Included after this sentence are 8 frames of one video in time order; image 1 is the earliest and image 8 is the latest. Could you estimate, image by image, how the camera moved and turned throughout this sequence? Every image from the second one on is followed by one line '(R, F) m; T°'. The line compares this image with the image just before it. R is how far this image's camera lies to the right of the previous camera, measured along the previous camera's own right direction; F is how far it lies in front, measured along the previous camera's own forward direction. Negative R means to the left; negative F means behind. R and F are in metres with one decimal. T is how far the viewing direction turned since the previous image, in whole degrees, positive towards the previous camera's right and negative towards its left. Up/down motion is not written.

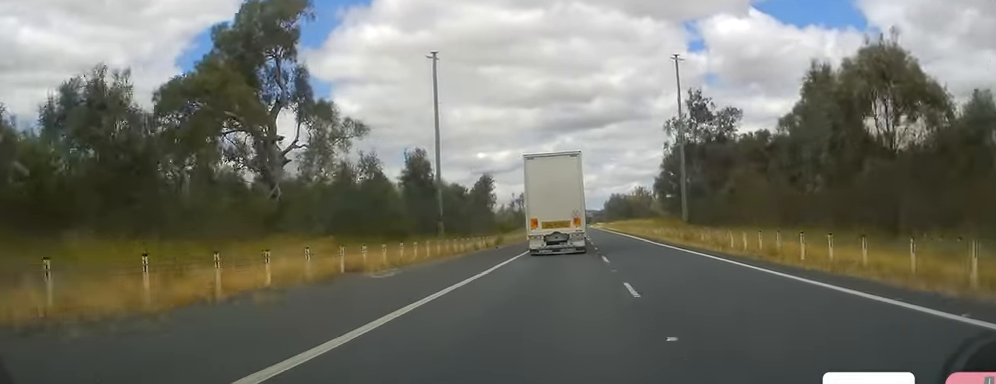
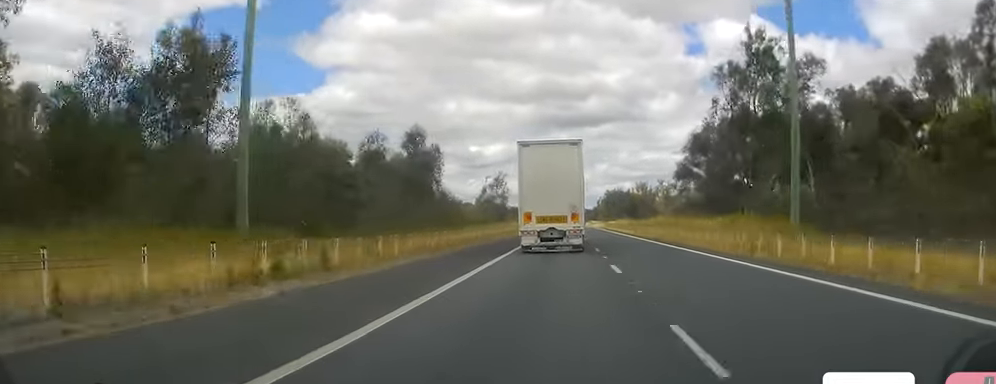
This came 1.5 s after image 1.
(+0.3, +42.7) m; 0°
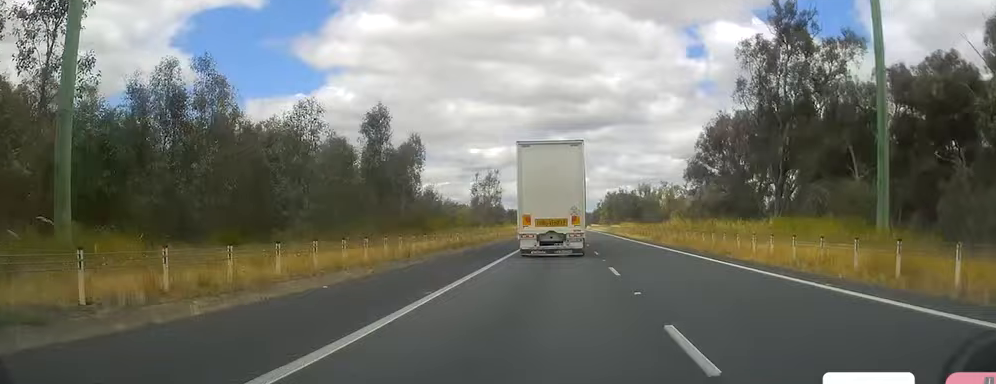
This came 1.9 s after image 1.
(0.0, +11.7) m; 0°
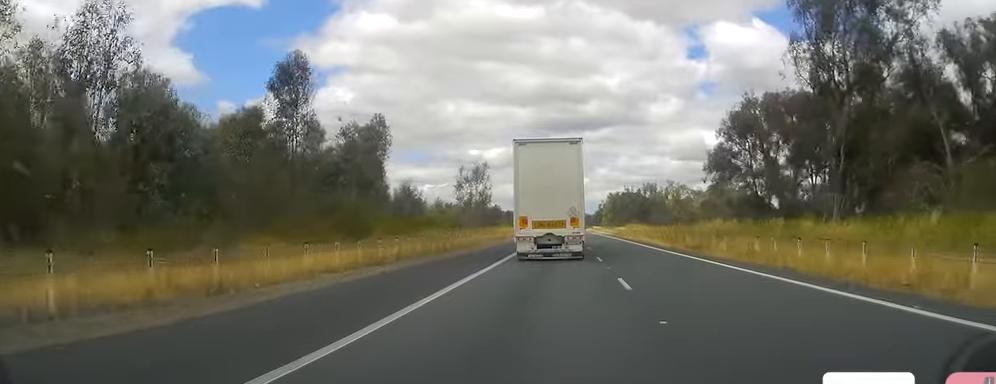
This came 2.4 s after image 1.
(0.0, +15.6) m; 0°
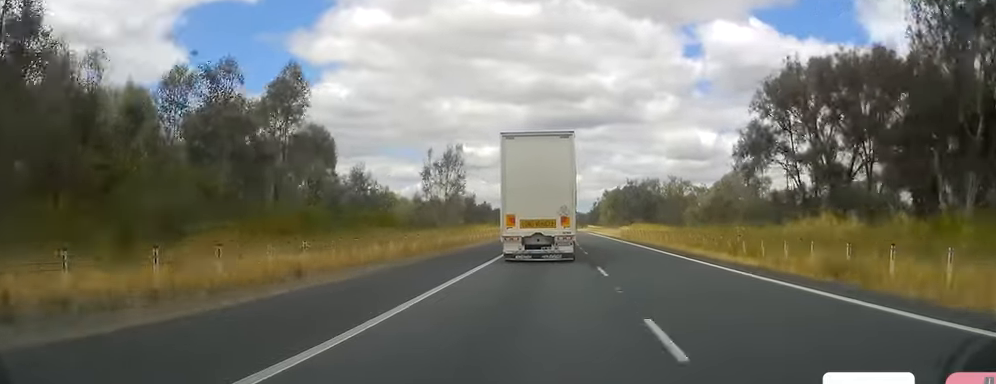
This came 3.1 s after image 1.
(0.0, +19.5) m; 0°
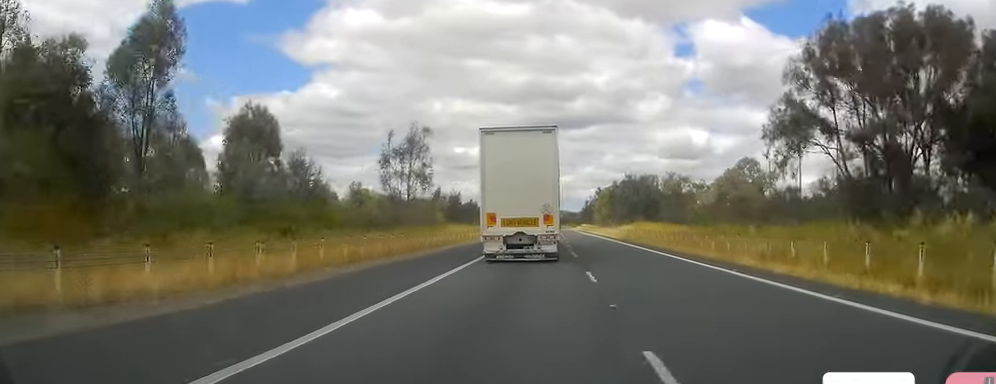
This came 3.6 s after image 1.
(0.0, +14.6) m; +1°
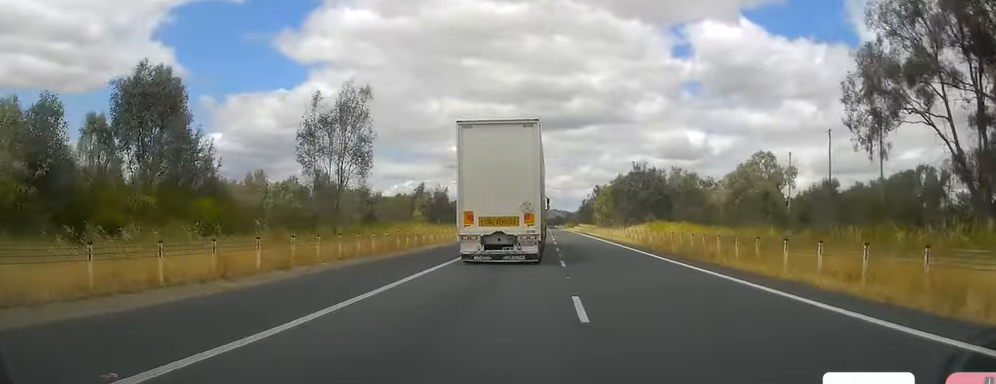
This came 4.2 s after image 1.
(+0.1, +18.5) m; +1°
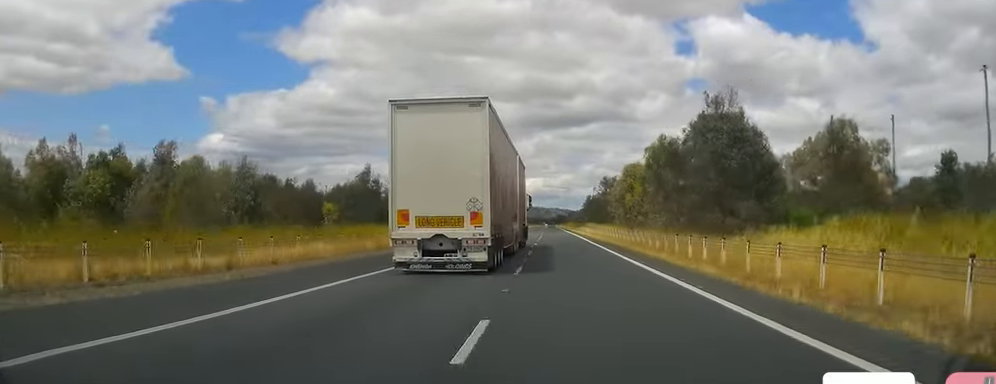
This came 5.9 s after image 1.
(+0.5, +50.7) m; +1°
